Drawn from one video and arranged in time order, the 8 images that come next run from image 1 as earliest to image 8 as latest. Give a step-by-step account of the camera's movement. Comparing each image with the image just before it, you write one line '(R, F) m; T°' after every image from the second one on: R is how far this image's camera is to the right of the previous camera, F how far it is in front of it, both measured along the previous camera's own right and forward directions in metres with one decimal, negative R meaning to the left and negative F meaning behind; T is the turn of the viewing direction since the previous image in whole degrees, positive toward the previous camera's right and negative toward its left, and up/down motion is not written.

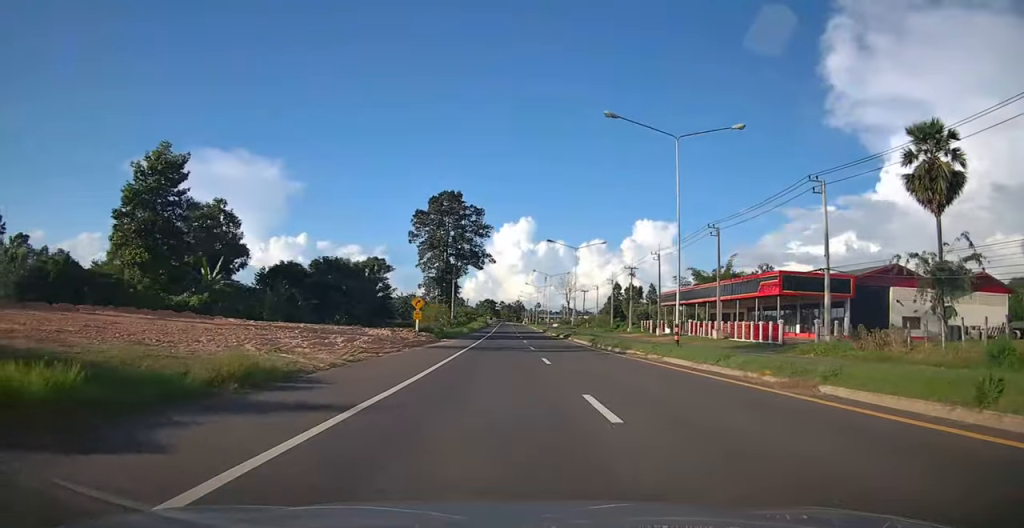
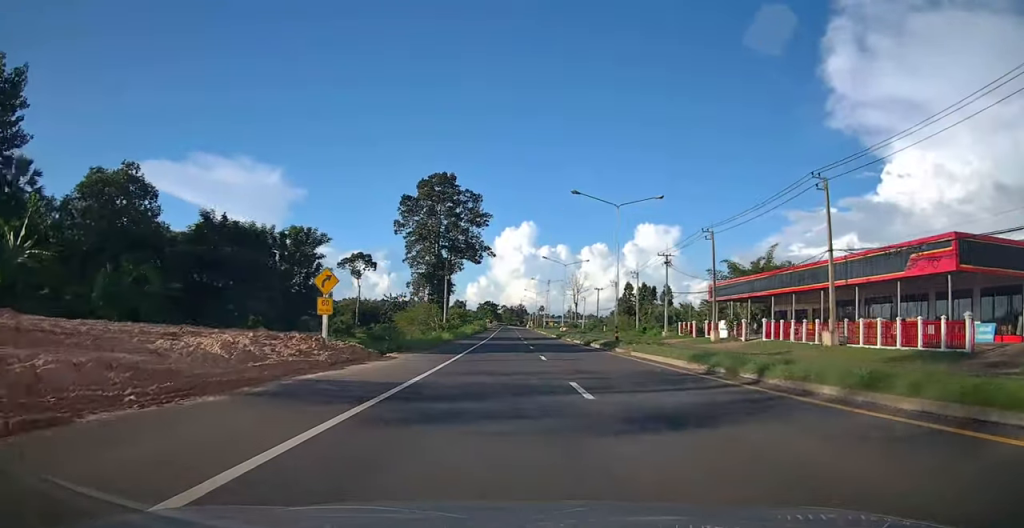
(-0.1, +21.6) m; +2°
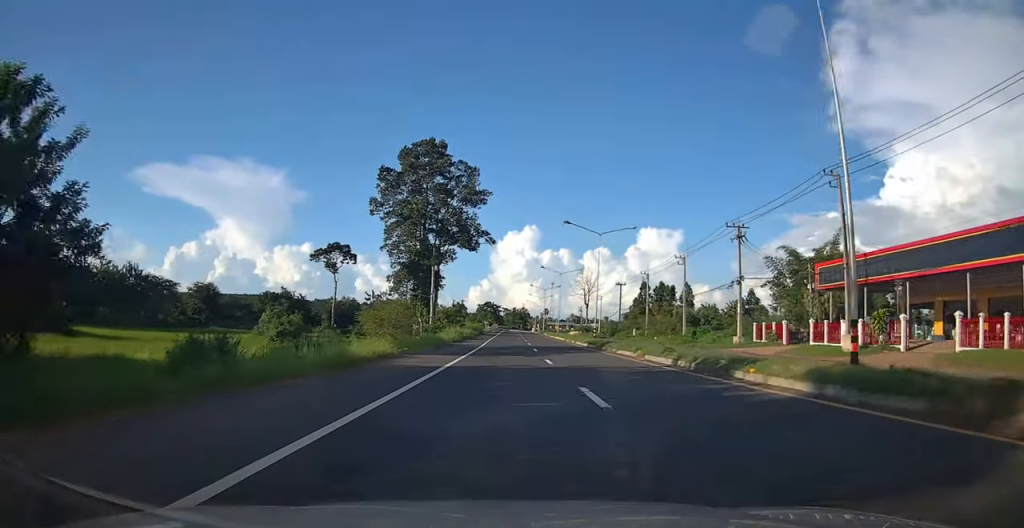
(+0.8, +24.9) m; 0°
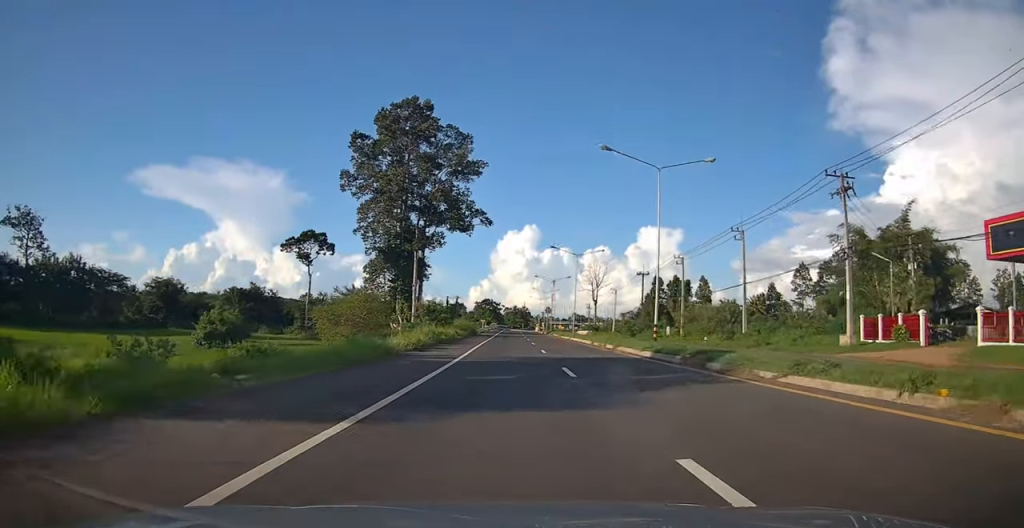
(-0.7, +18.7) m; -1°
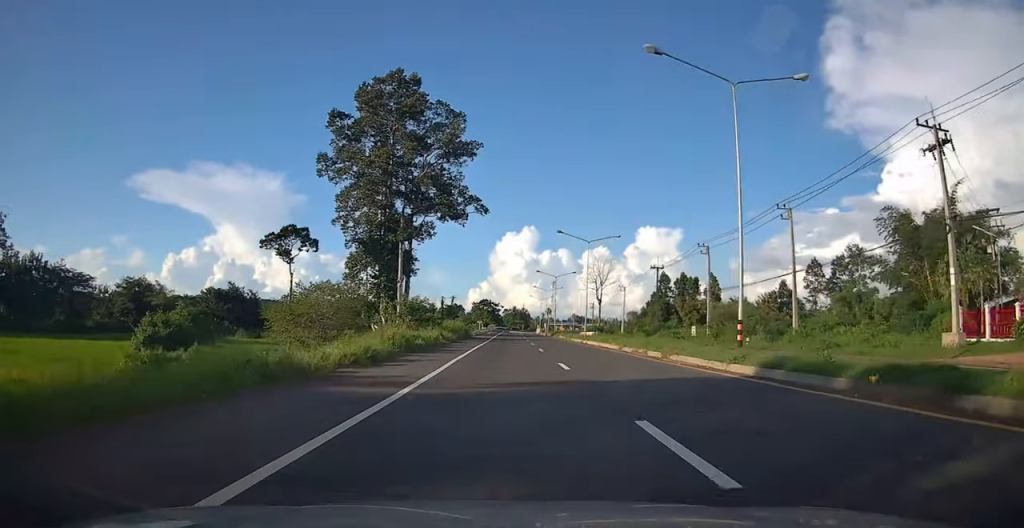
(+0.2, +10.2) m; +1°
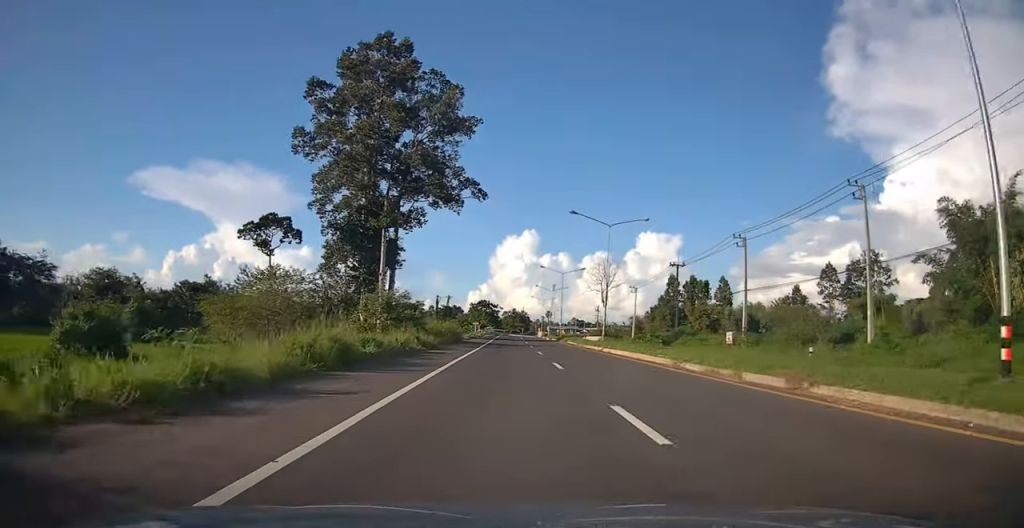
(+0.1, +10.3) m; +1°
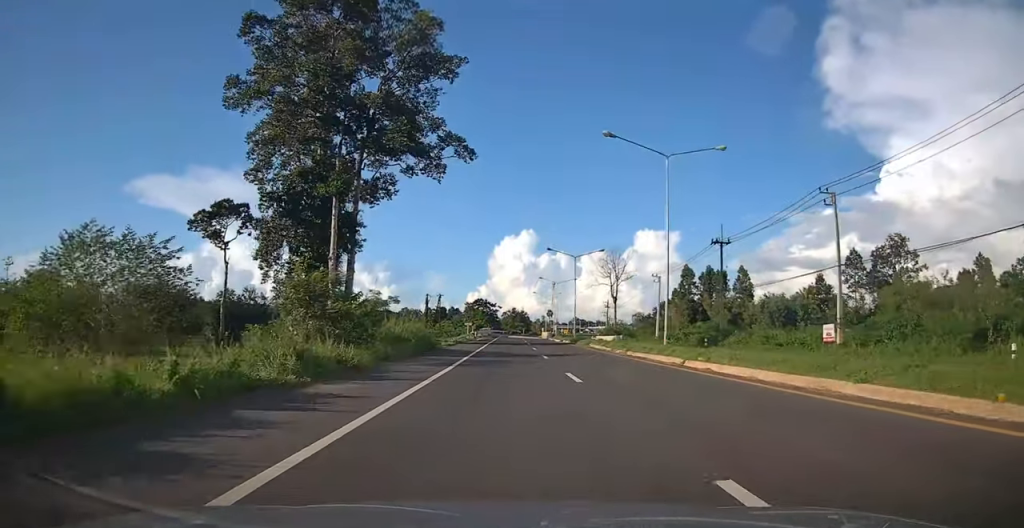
(0.0, +16.6) m; -1°
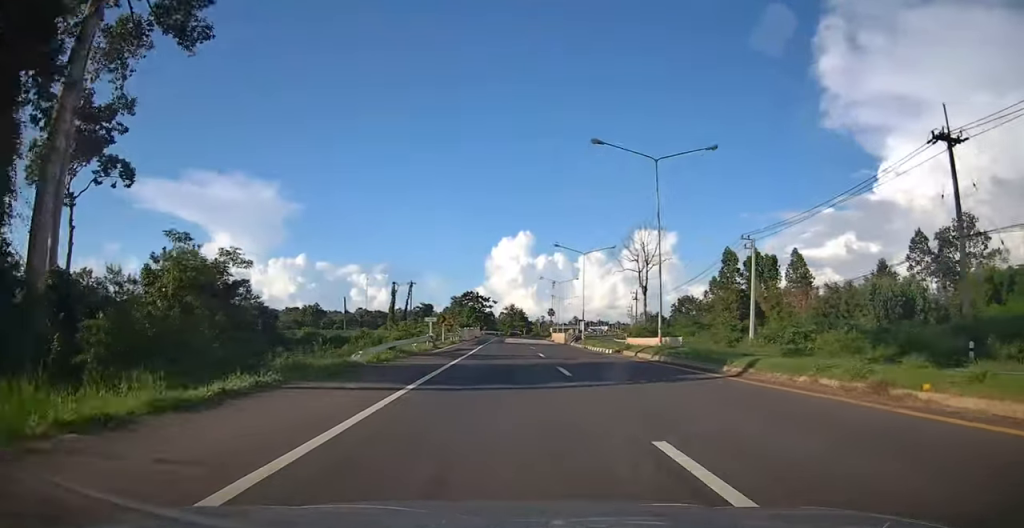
(+0.1, +34.2) m; +1°
